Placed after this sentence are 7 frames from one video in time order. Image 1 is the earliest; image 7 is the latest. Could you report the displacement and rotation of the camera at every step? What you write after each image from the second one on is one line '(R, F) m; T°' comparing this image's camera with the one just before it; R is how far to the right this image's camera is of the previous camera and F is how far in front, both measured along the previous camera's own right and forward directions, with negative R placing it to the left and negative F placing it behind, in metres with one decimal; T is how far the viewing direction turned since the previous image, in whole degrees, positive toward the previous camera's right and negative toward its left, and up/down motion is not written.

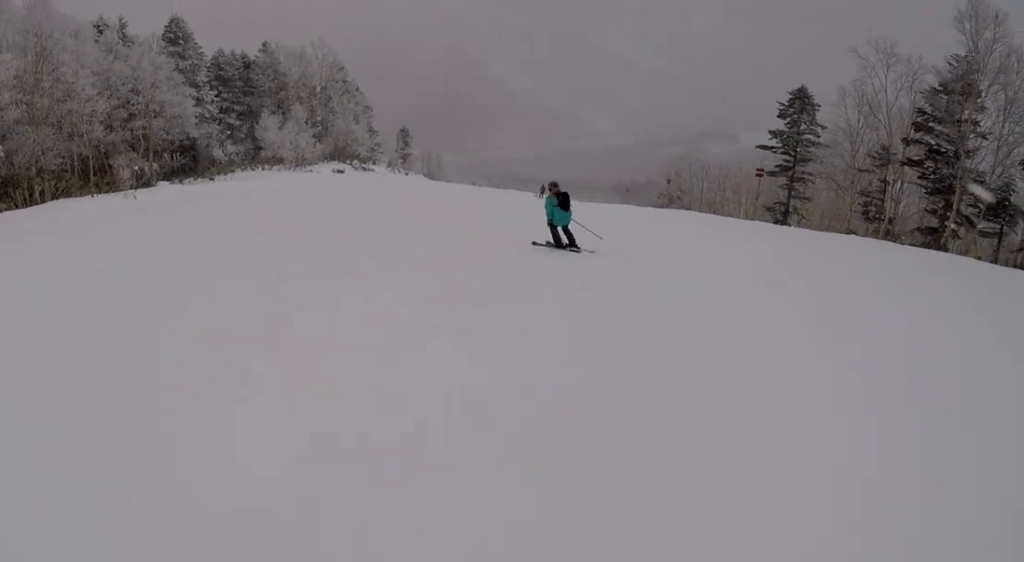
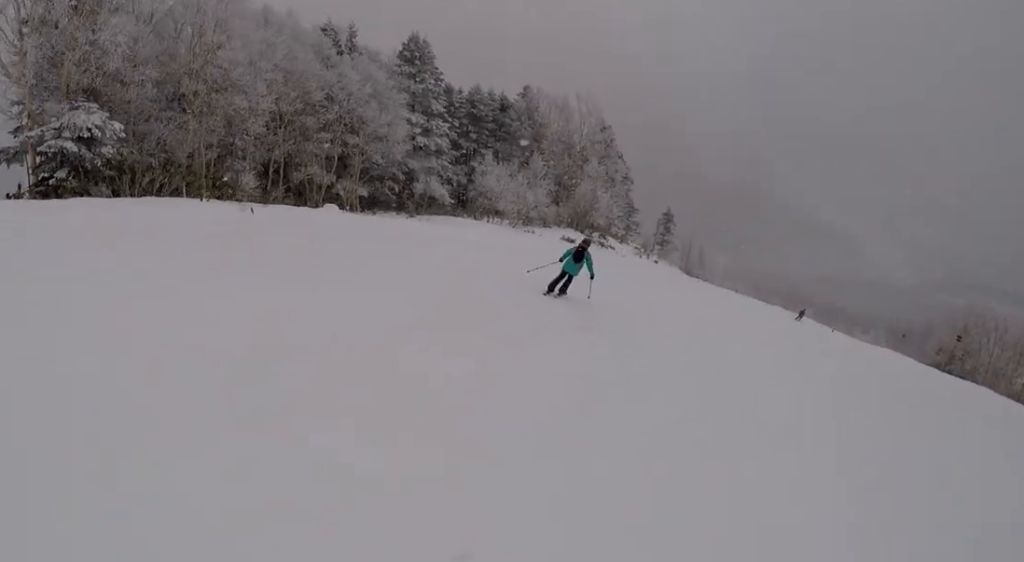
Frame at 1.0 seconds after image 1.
(-0.4, +7.3) m; -5°
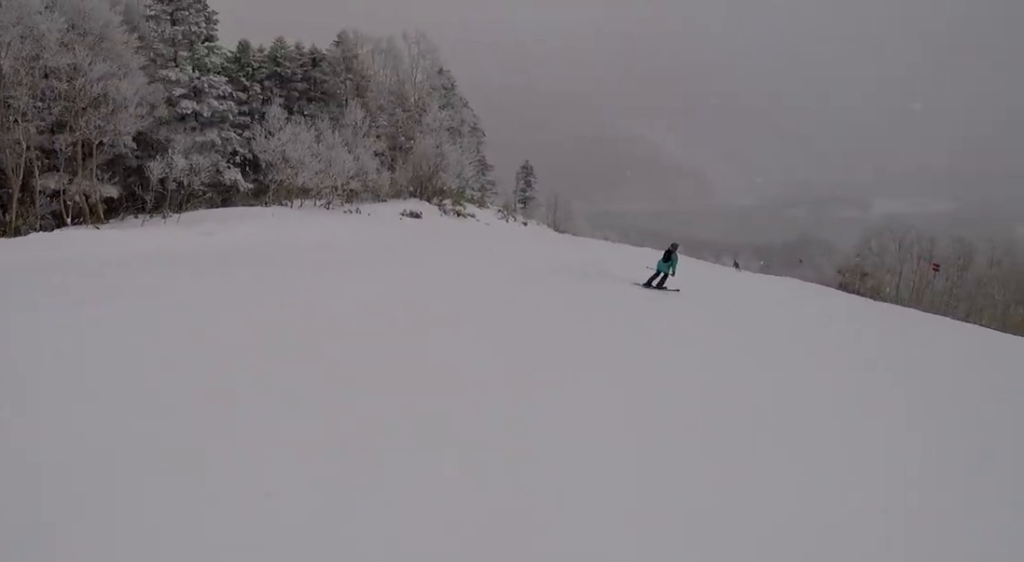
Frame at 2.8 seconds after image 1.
(+0.6, +12.7) m; +12°
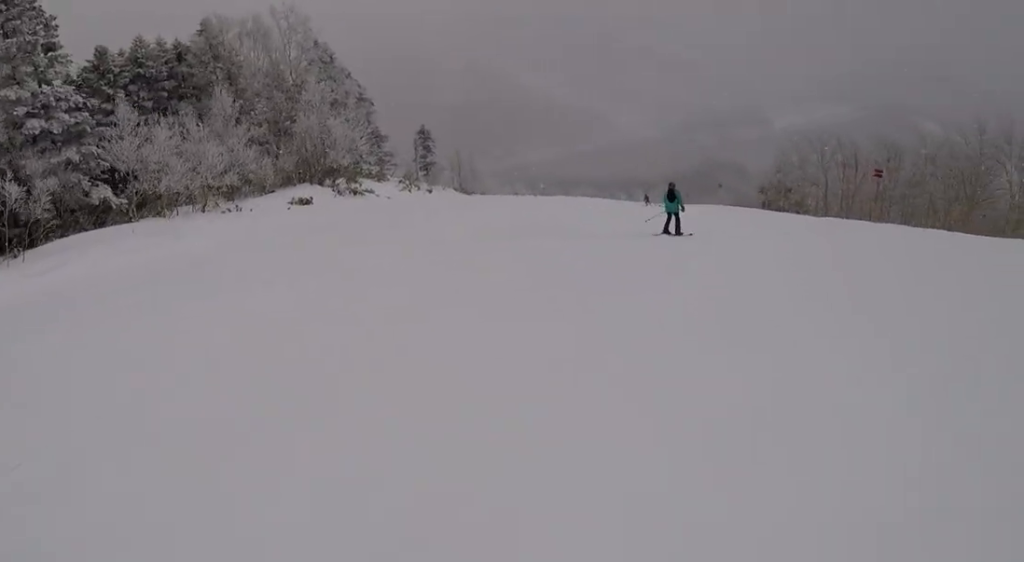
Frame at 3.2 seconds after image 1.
(0.0, +2.9) m; +5°
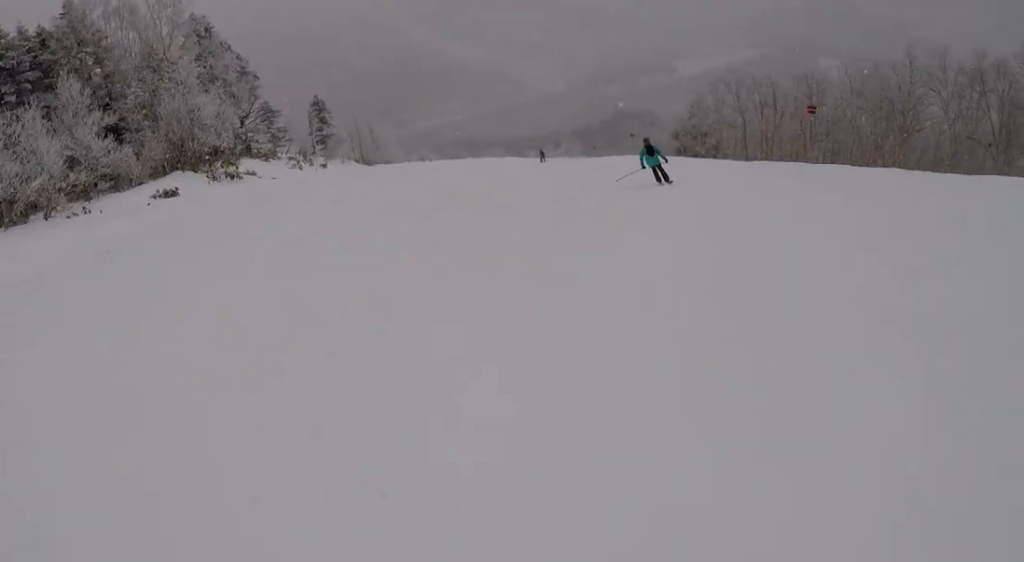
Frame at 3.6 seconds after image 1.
(-0.2, +3.3) m; +5°
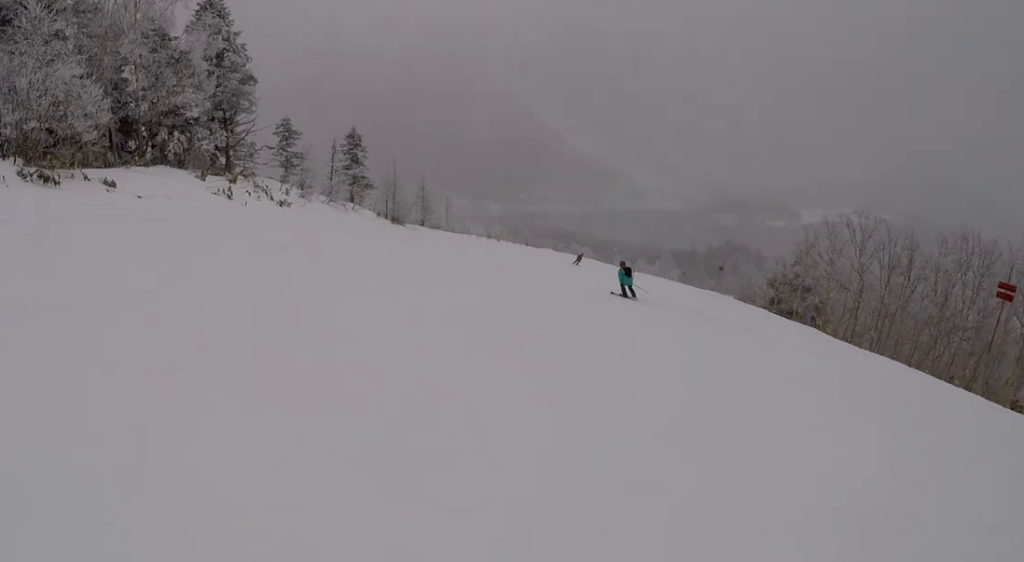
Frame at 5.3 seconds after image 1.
(+0.3, +12.1) m; -13°
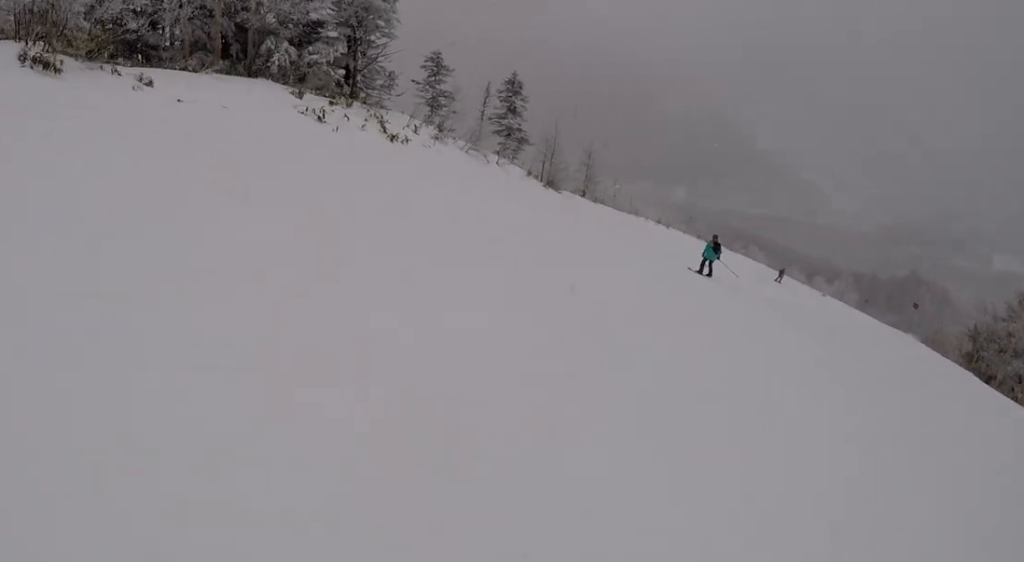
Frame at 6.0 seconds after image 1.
(-0.7, +5.6) m; -11°
